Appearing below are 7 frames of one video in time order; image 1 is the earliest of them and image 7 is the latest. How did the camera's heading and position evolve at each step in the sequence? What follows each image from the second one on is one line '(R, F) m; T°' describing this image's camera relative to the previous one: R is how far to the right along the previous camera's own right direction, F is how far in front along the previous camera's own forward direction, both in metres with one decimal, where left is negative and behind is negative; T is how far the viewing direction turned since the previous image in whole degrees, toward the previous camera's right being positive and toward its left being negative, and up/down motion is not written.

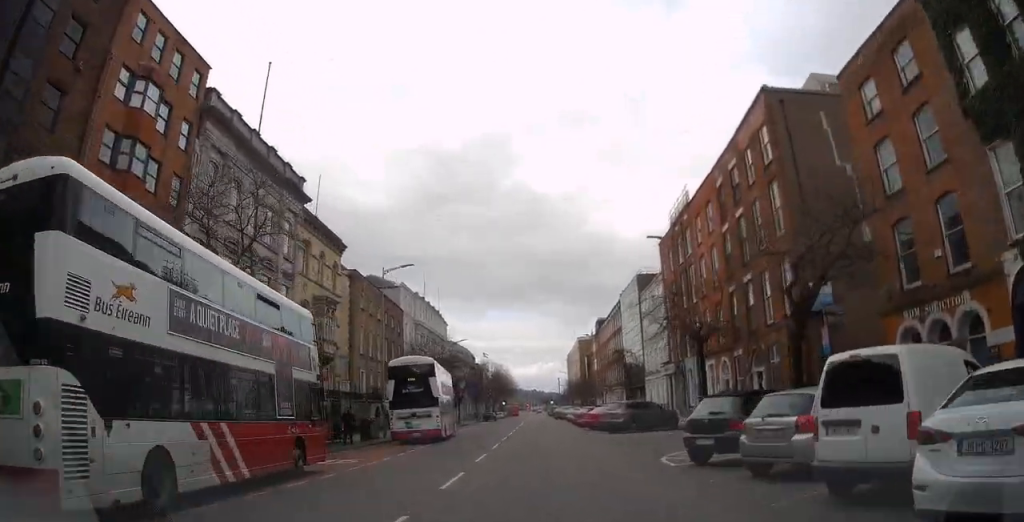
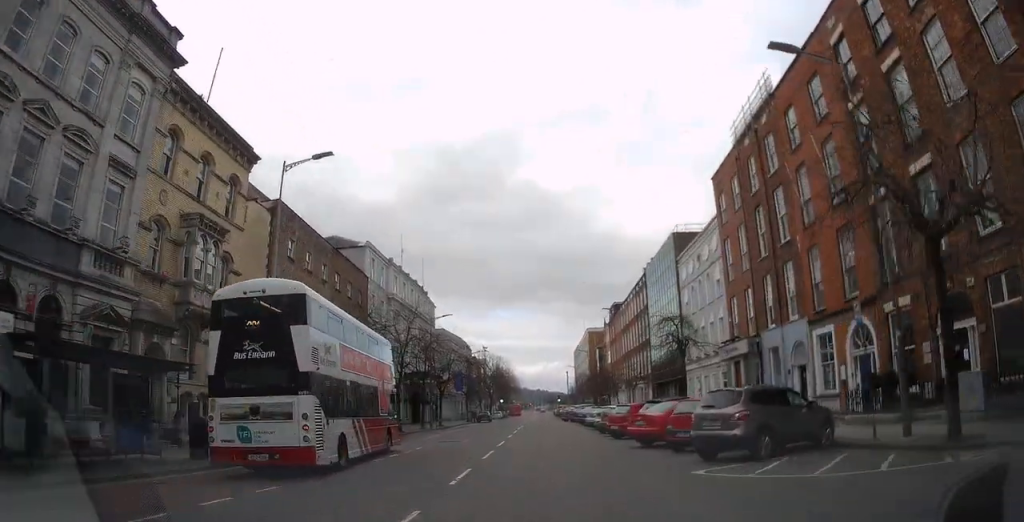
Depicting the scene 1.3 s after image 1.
(-0.4, +16.8) m; -2°
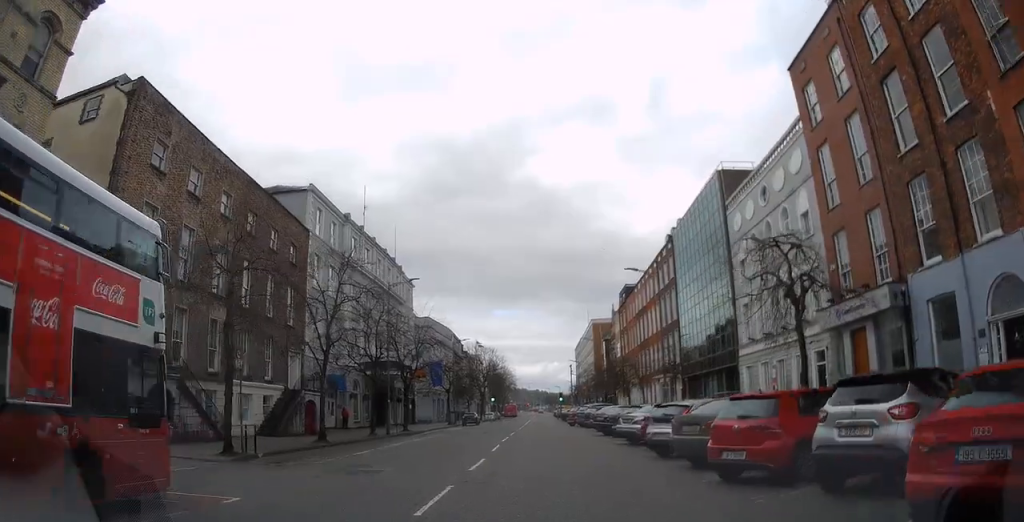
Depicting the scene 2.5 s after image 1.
(-0.2, +14.8) m; 0°
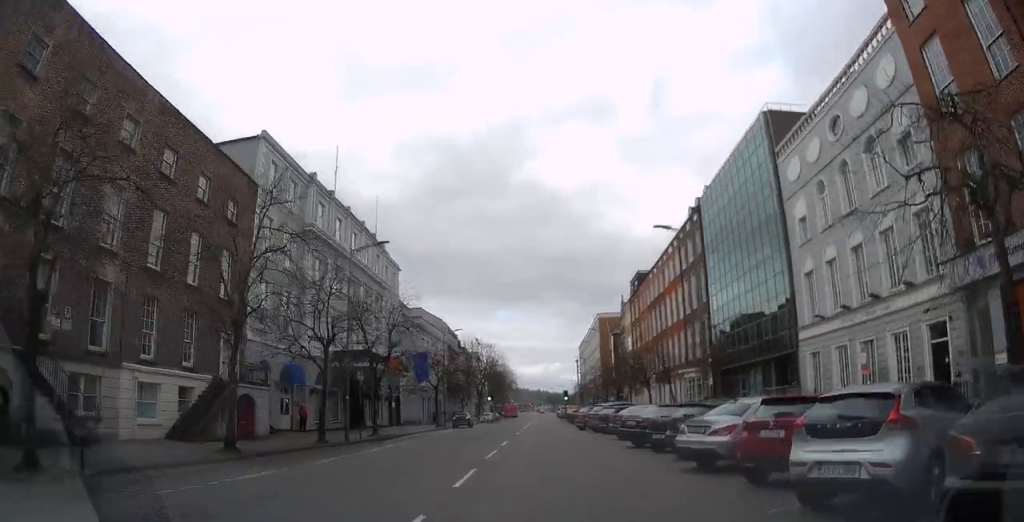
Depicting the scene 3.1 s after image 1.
(0.0, +8.9) m; +1°
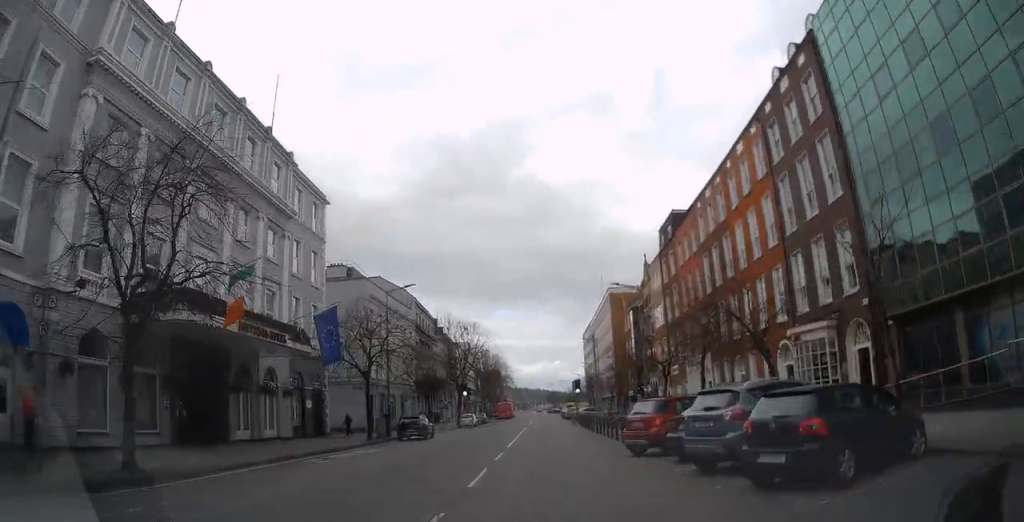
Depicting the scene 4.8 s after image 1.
(+1.1, +22.8) m; +4°
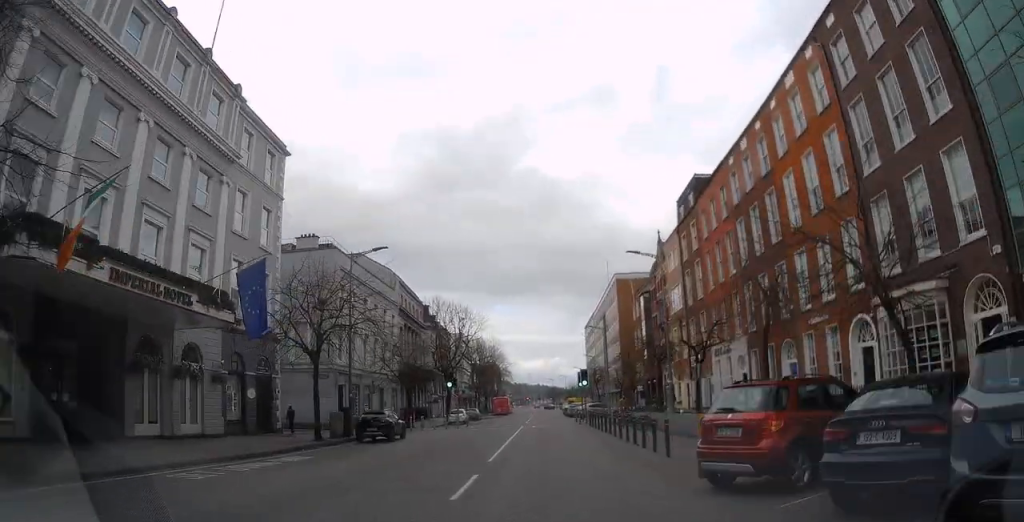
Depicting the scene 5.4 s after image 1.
(+0.1, +8.0) m; 0°
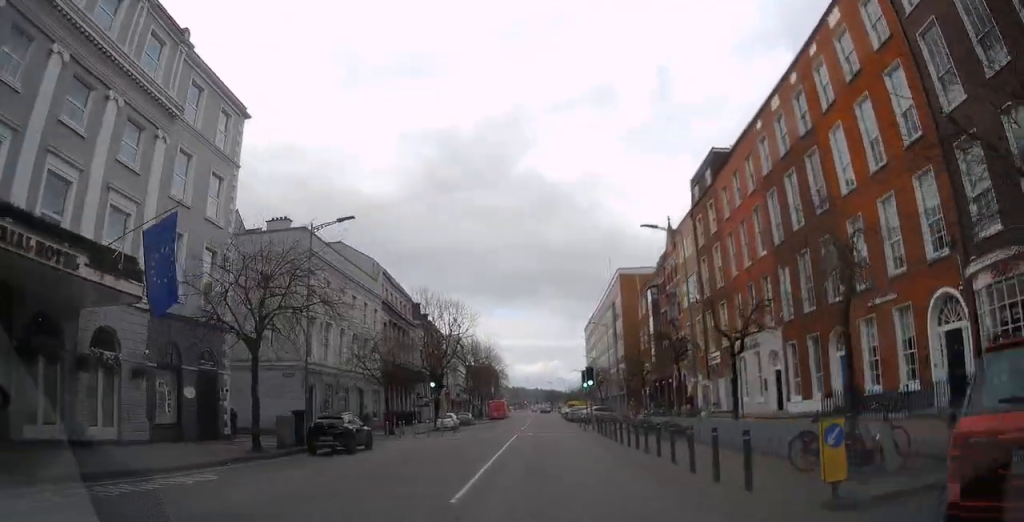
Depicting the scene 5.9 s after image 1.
(0.0, +5.8) m; 0°
